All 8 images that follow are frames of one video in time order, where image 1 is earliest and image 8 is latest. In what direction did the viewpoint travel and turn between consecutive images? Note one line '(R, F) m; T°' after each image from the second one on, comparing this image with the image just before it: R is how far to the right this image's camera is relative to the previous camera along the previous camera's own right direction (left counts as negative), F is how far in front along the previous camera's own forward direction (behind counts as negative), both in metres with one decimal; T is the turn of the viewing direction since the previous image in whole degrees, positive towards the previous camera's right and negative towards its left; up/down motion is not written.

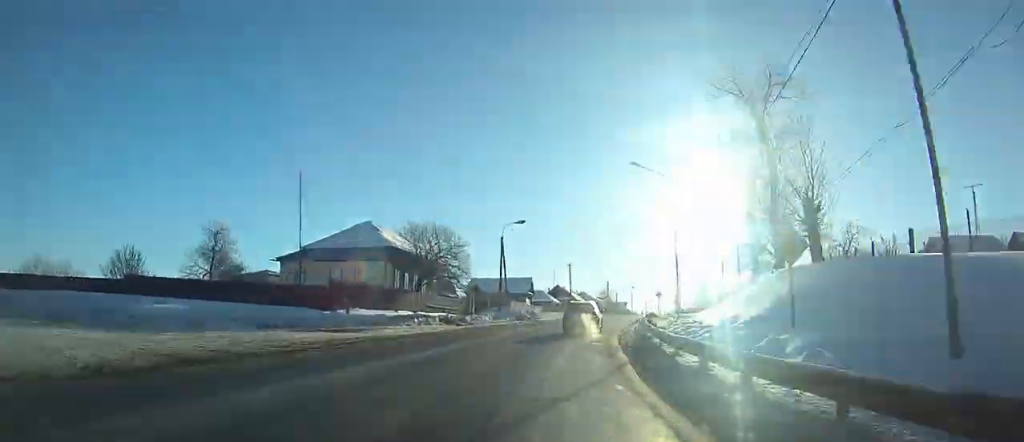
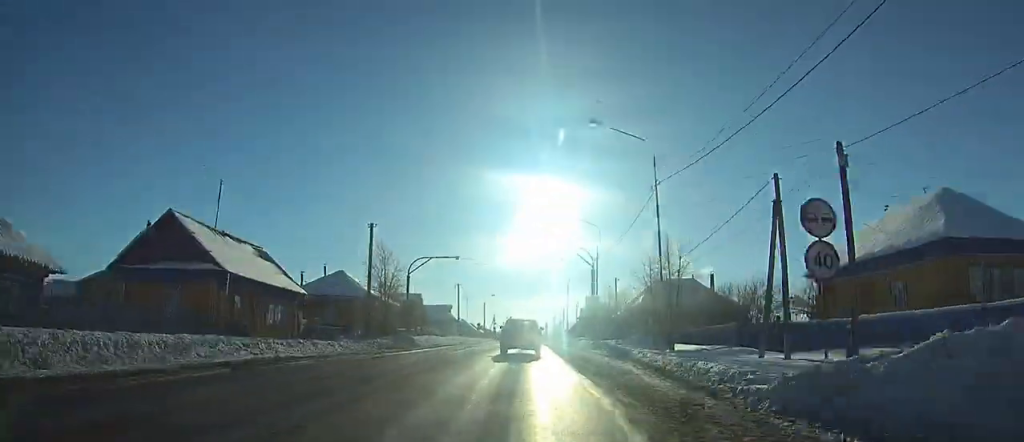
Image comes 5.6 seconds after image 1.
(+13.9, +75.9) m; +15°
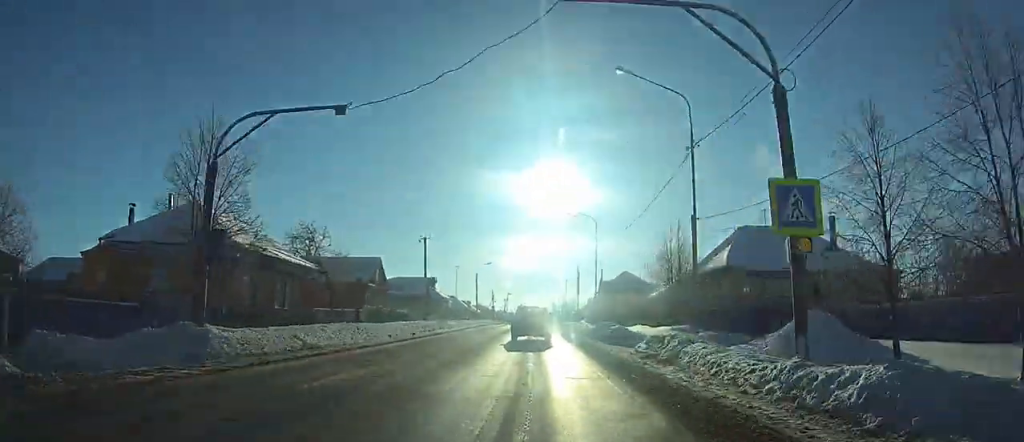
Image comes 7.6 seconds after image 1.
(+0.1, +26.8) m; +1°
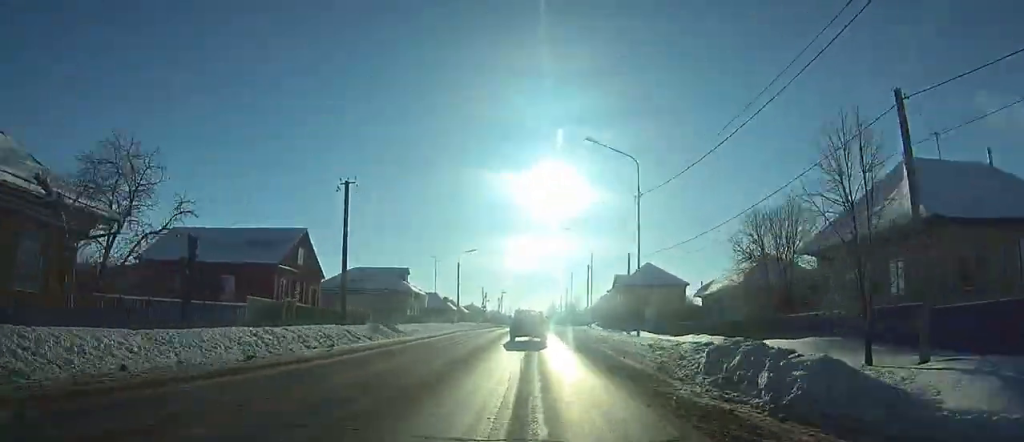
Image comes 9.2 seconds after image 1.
(+0.1, +21.3) m; 0°
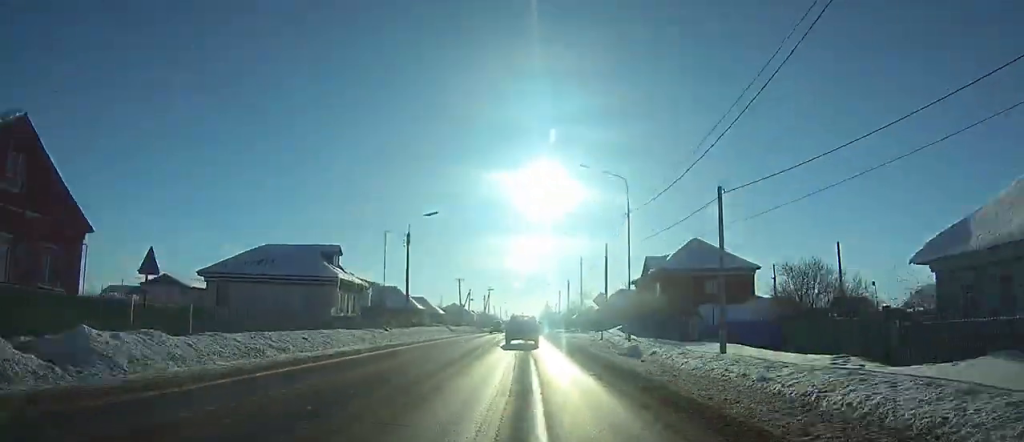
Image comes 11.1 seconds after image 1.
(+0.2, +25.2) m; 0°
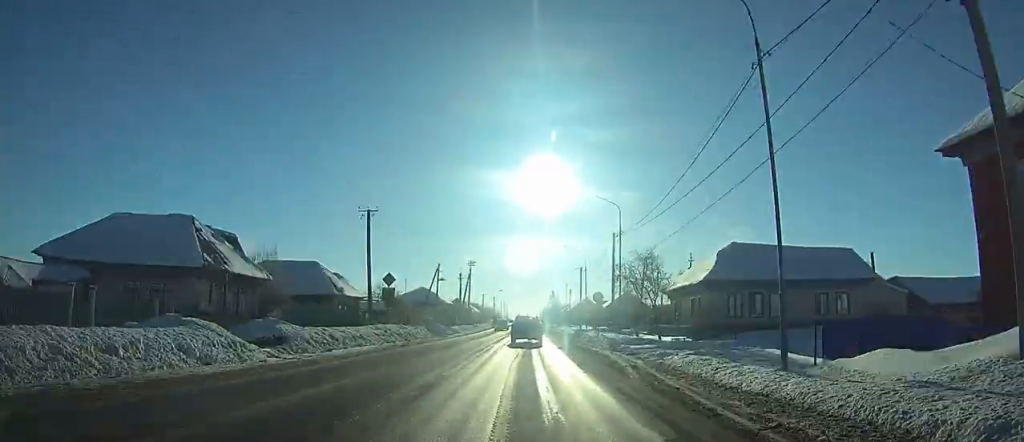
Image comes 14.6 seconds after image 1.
(0.0, +46.2) m; 0°
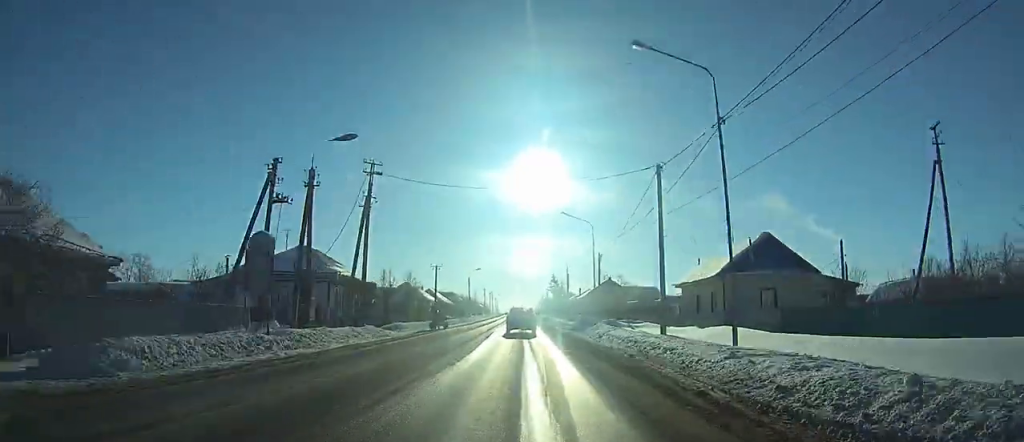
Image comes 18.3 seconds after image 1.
(-0.1, +49.3) m; 0°
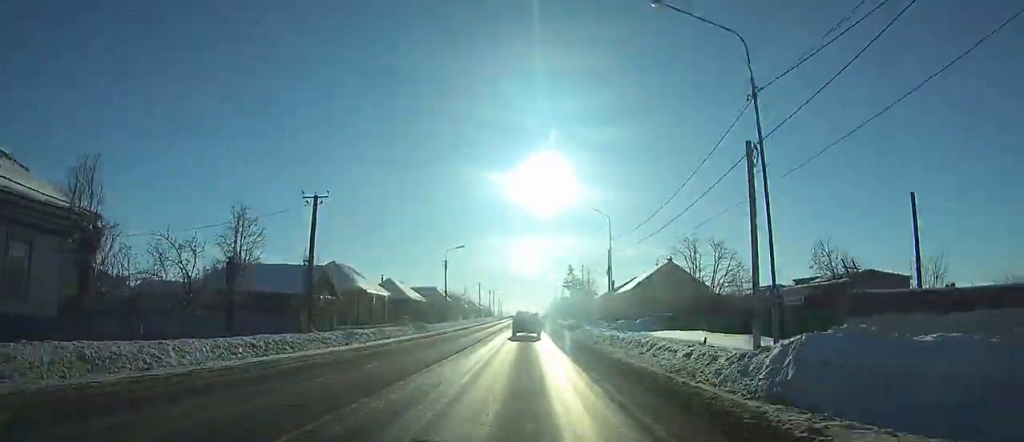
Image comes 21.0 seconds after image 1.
(0.0, +37.6) m; 0°
